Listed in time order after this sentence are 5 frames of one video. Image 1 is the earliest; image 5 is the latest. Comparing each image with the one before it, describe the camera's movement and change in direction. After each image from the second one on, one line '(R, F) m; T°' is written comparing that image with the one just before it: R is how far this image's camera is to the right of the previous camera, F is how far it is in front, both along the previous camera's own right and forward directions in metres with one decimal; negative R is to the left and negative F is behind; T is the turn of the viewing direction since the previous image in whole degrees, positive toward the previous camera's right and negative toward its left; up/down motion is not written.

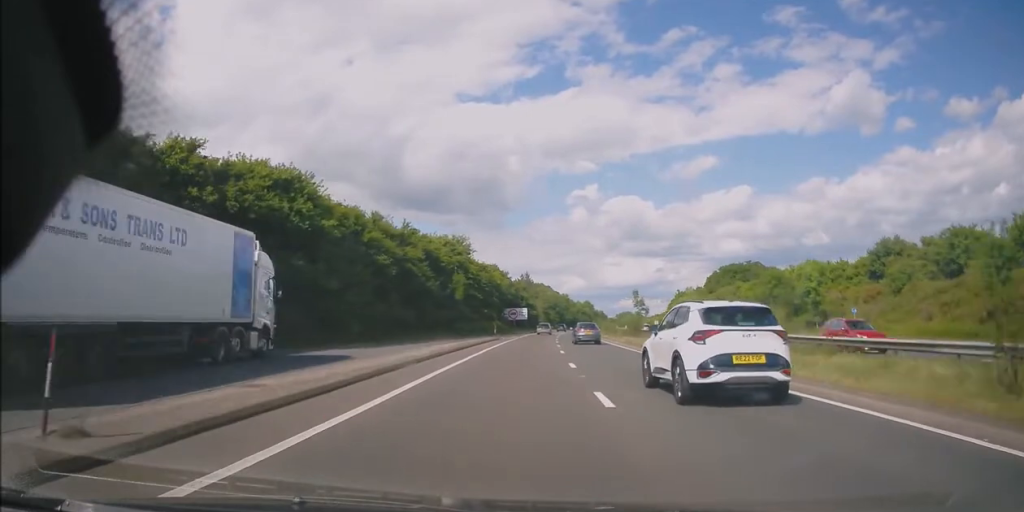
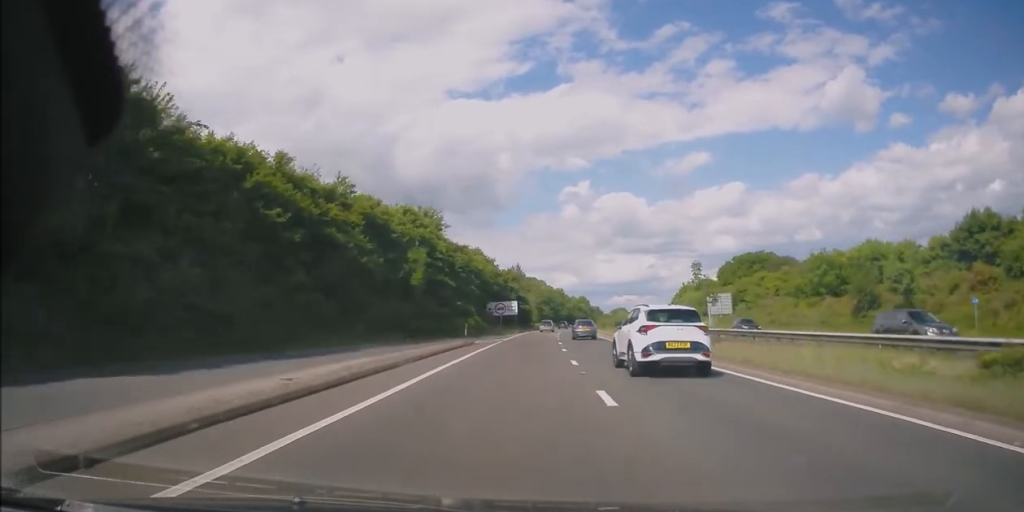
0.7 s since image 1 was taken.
(0.0, +18.0) m; +1°
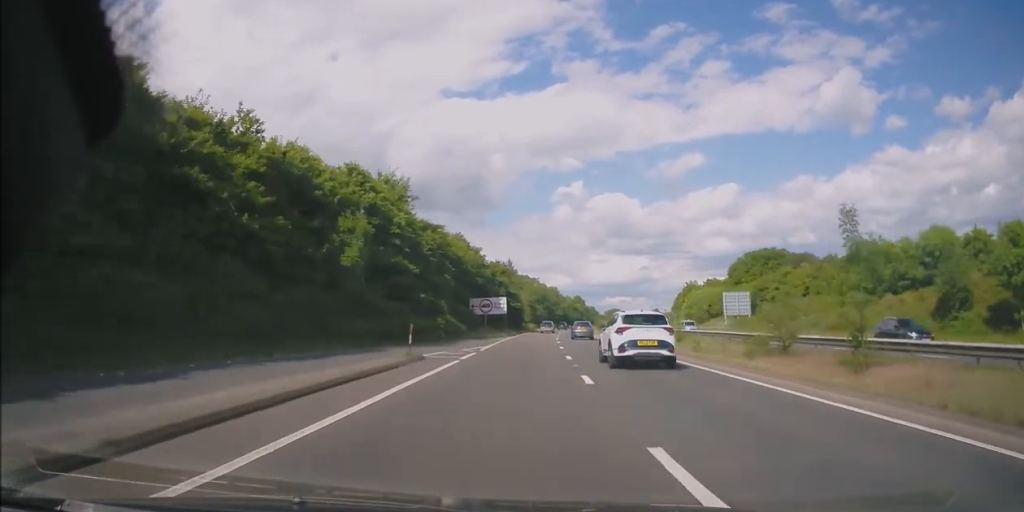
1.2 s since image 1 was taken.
(-0.2, +13.8) m; +1°
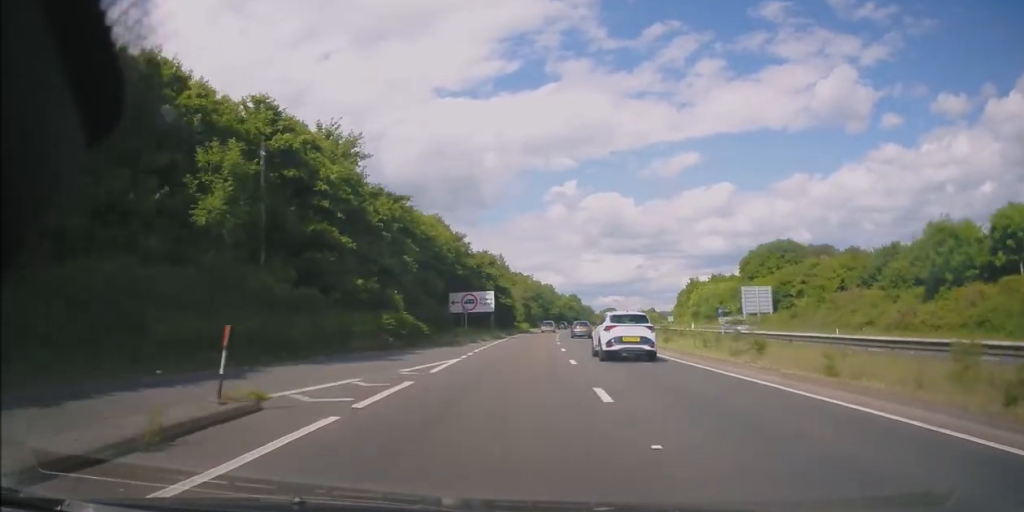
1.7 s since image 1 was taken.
(+0.4, +12.0) m; +1°
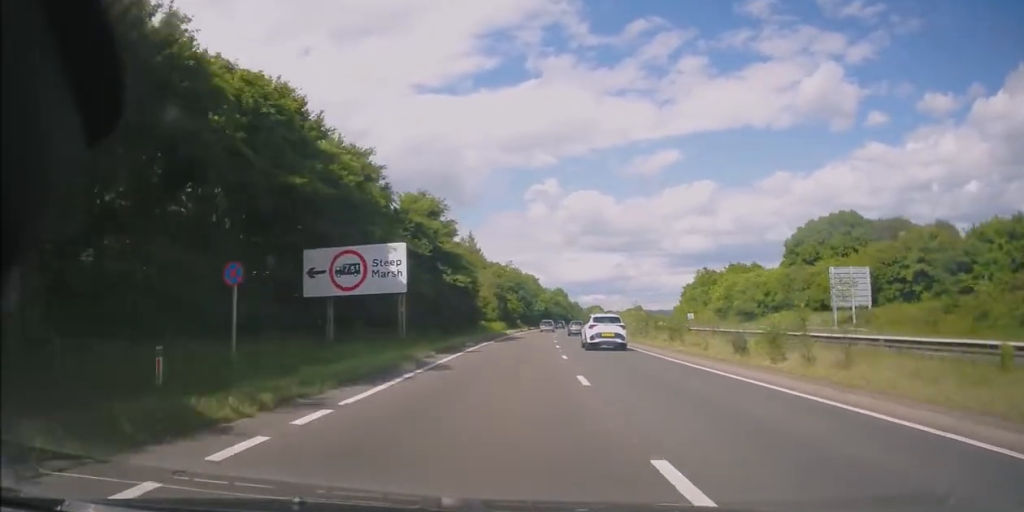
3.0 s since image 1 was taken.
(+0.4, +32.8) m; +1°
